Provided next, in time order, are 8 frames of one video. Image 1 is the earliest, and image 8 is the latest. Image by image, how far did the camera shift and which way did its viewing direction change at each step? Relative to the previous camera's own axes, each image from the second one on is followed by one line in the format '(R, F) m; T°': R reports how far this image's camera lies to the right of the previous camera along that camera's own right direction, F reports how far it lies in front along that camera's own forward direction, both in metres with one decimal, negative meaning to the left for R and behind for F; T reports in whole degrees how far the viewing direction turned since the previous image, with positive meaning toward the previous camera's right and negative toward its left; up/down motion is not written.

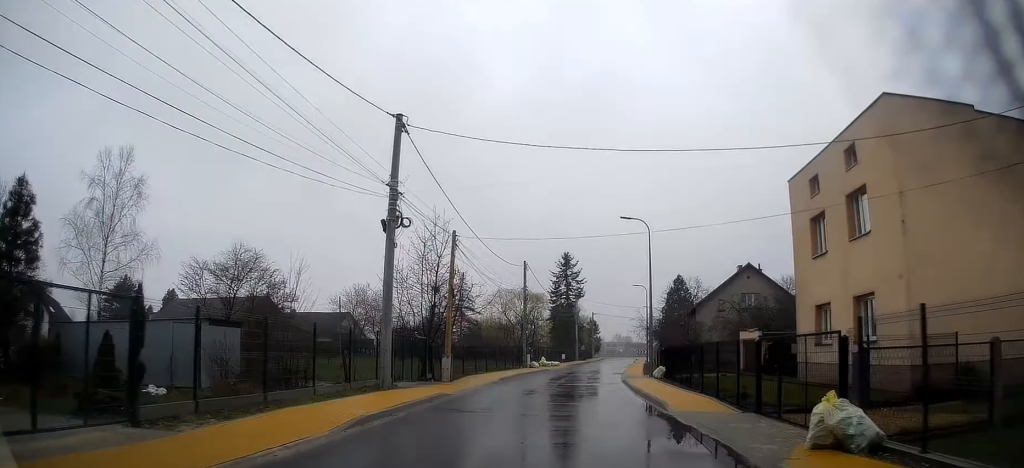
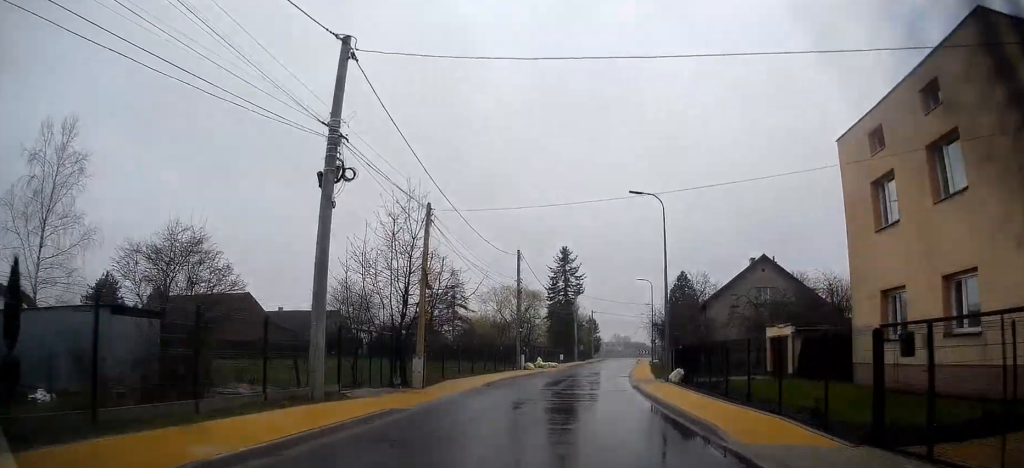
(+0.1, +5.1) m; +1°
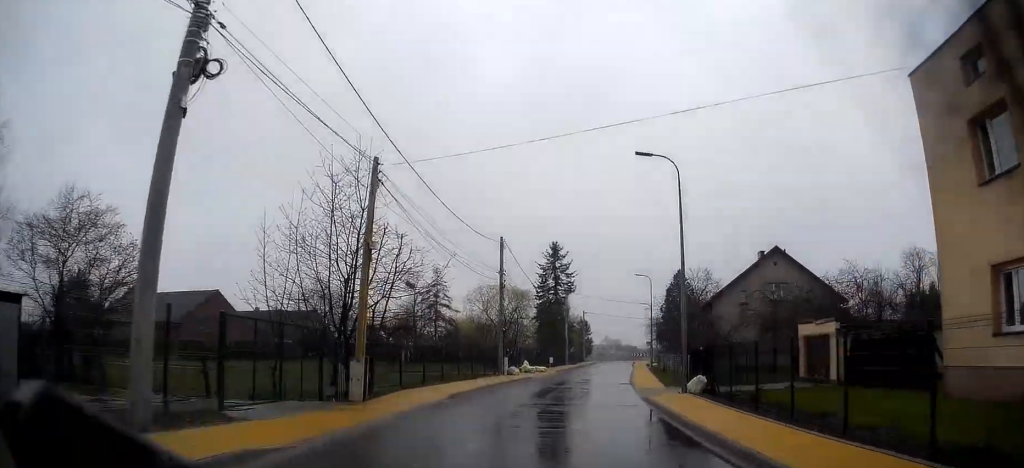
(0.0, +5.5) m; +1°
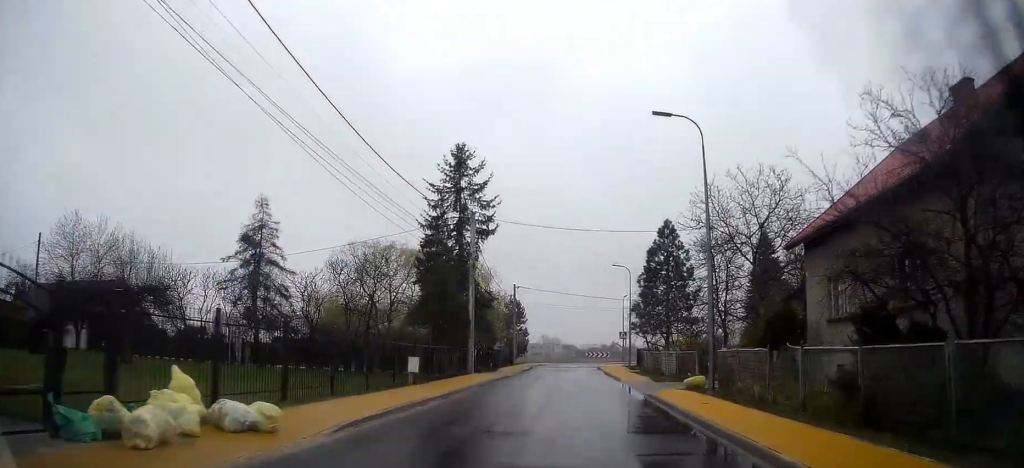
(+2.3, +36.8) m; +5°
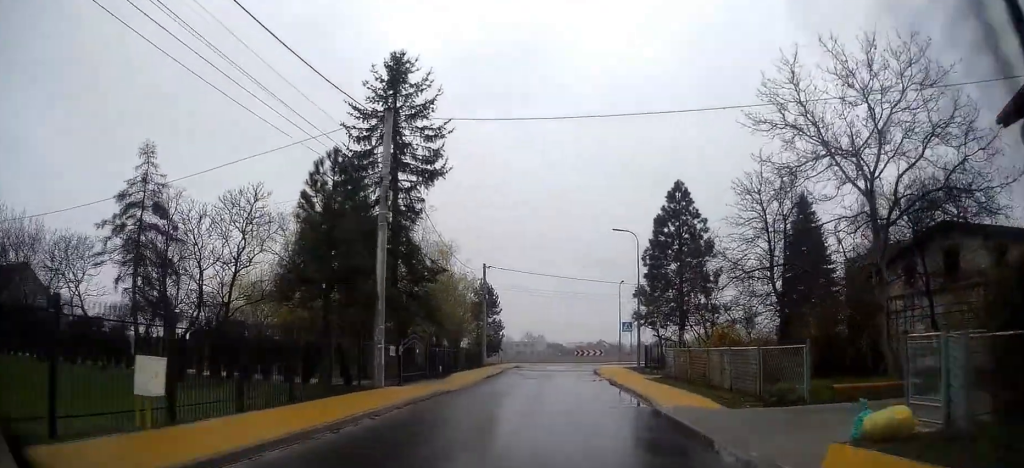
(+0.2, +14.3) m; +1°
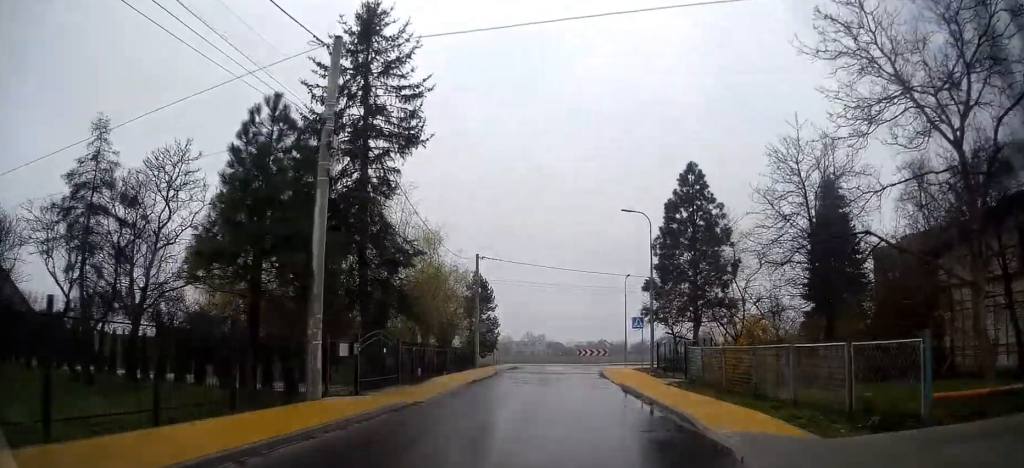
(+0.1, +5.0) m; 0°
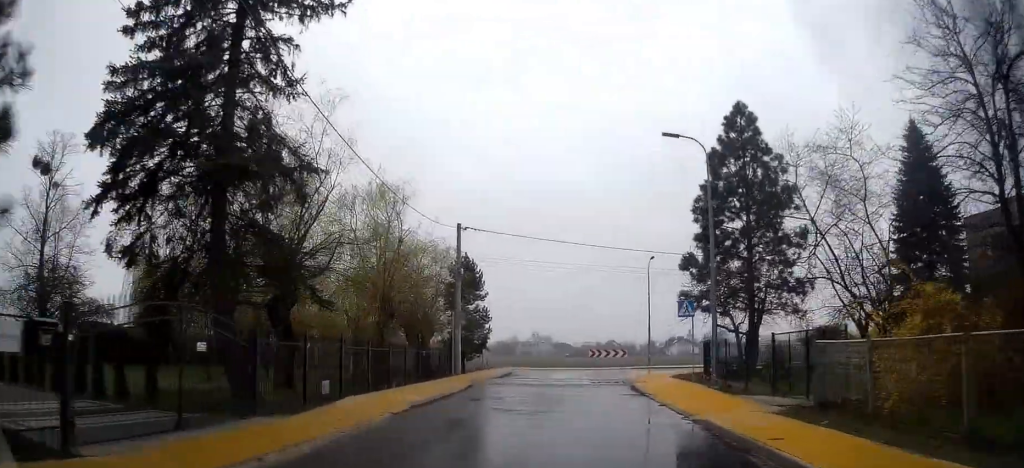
(-0.2, +11.4) m; +1°
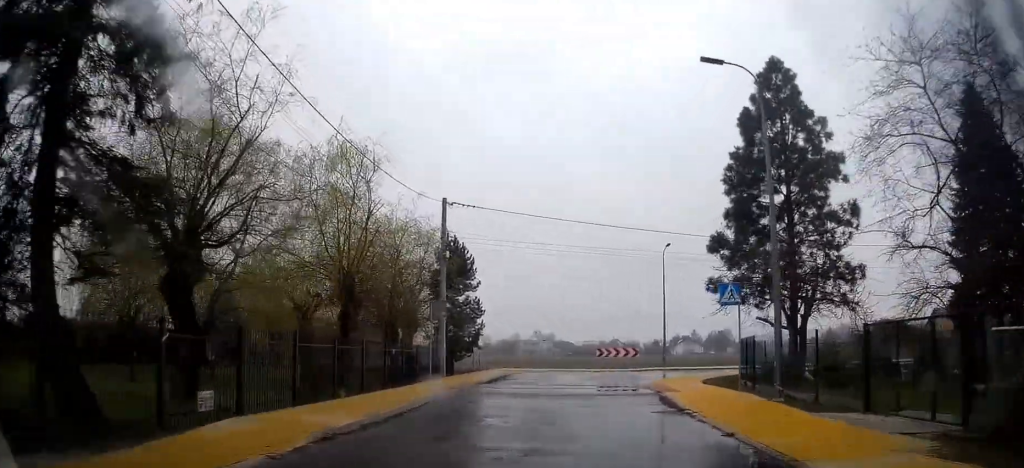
(+0.1, +5.8) m; +1°
